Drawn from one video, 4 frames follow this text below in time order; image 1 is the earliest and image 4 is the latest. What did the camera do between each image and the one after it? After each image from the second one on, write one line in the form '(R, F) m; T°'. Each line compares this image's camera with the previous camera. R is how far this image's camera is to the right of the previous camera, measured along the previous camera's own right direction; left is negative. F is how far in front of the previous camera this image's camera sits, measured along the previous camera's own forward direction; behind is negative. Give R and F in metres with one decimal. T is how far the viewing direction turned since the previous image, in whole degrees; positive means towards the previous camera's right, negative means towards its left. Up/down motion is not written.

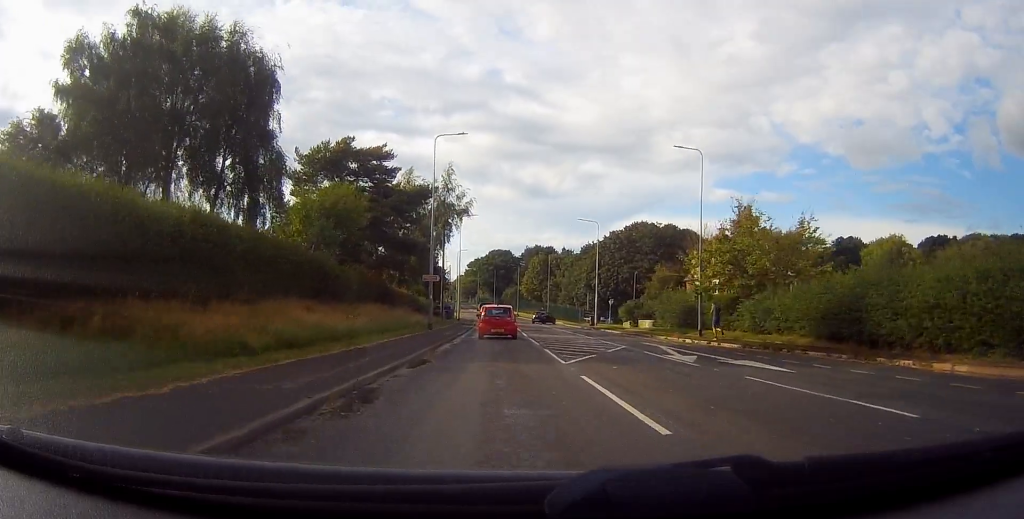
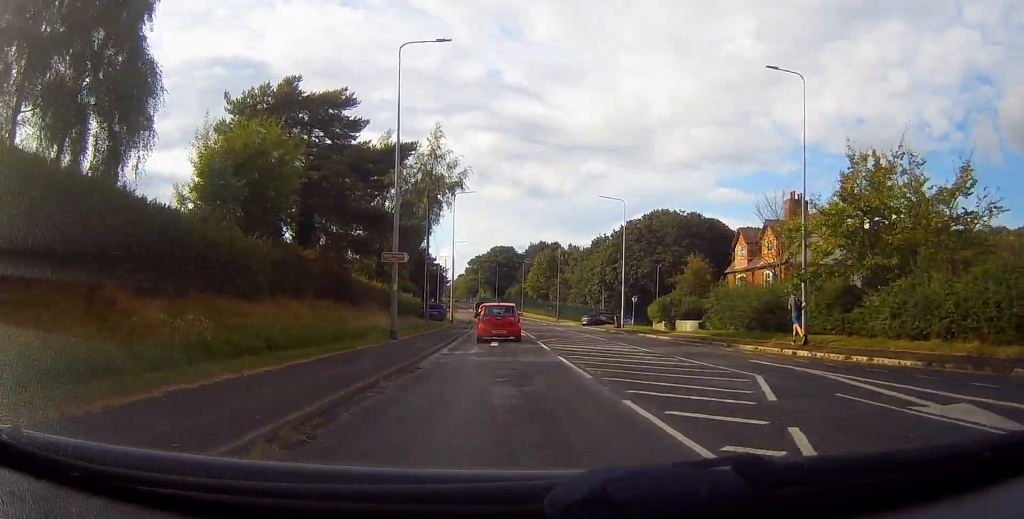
(-0.1, +12.1) m; -1°
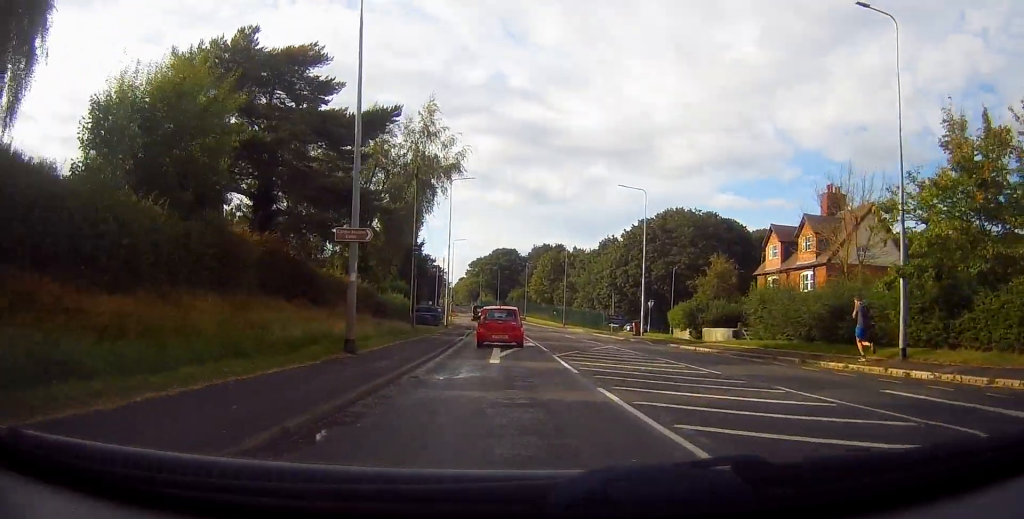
(-0.1, +6.3) m; -1°
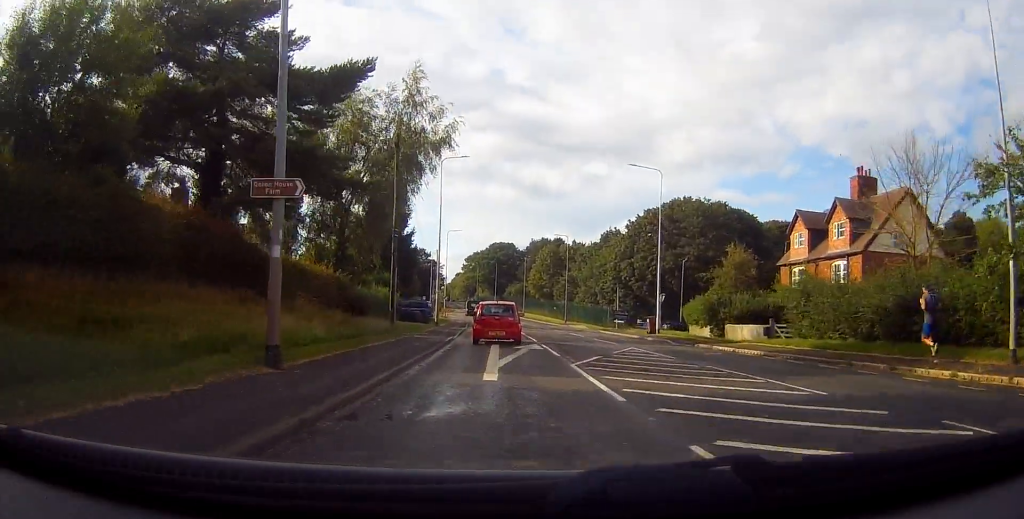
(0.0, +5.0) m; 0°
